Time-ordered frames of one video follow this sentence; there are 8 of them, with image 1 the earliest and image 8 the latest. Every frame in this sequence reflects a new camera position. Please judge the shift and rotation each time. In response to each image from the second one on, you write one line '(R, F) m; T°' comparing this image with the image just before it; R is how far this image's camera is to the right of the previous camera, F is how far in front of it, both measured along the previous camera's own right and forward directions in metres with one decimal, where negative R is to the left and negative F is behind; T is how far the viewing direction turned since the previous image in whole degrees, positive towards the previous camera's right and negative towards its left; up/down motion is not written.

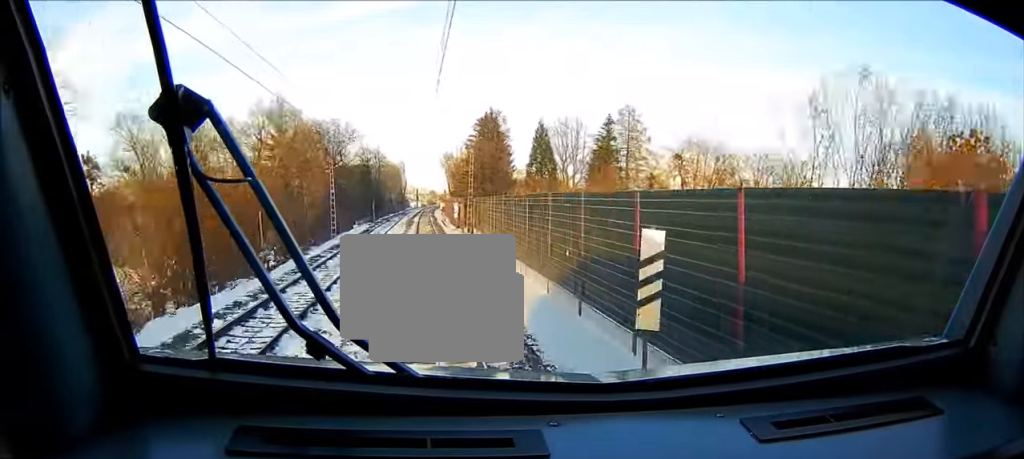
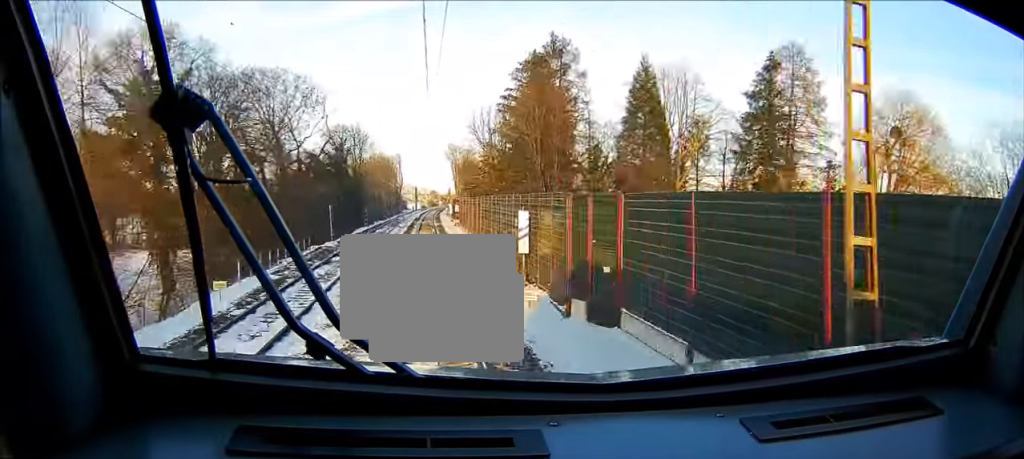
(+0.3, +52.9) m; 0°
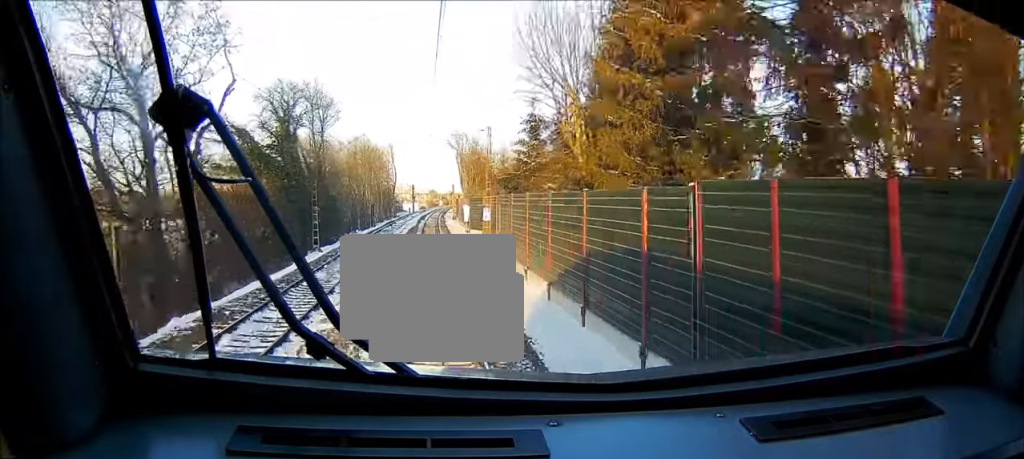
(0.0, +40.9) m; 0°
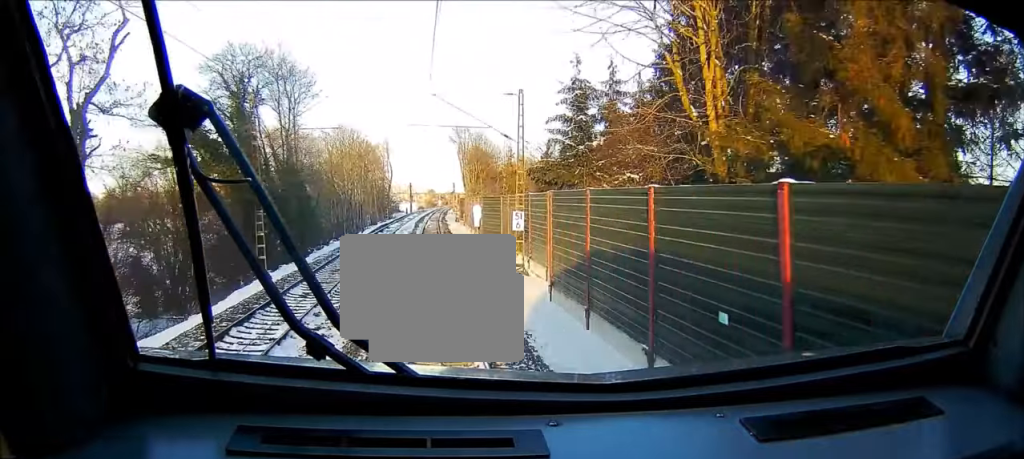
(0.0, +15.8) m; 0°
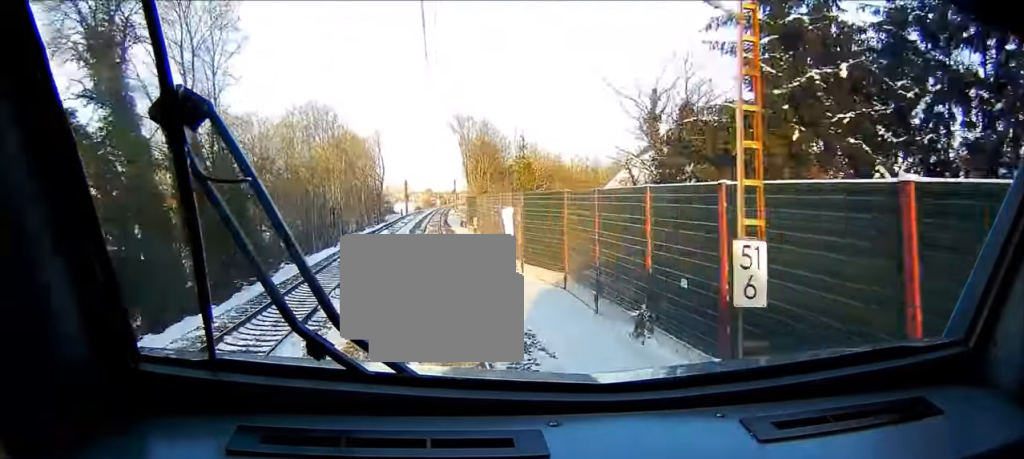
(0.0, +22.4) m; 0°
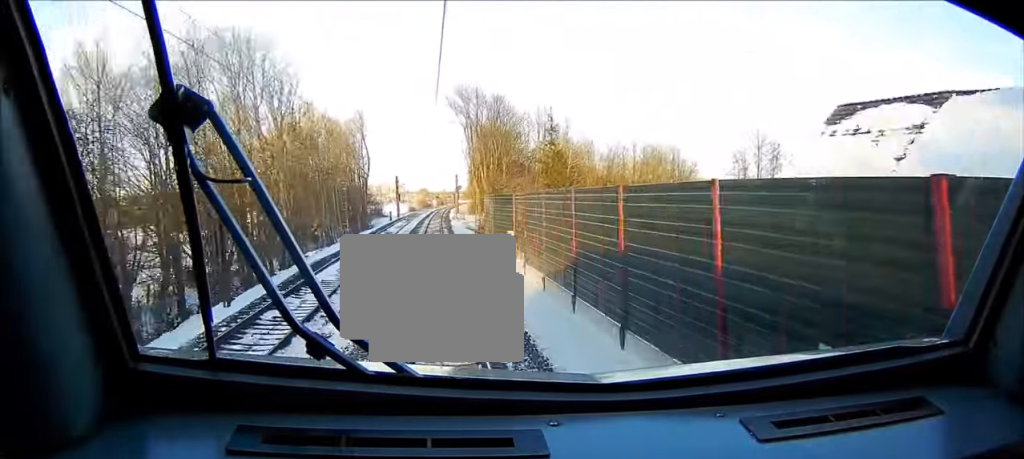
(+0.1, +30.2) m; 0°
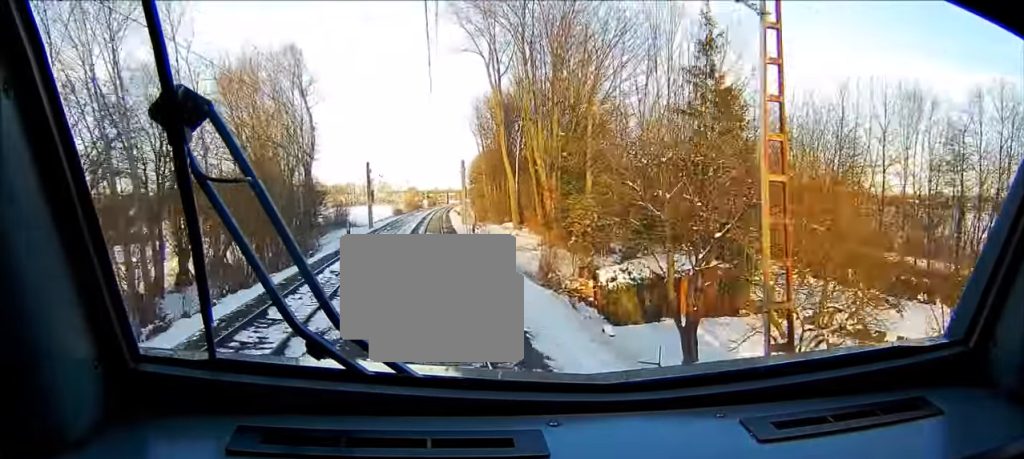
(+0.1, +51.2) m; 0°
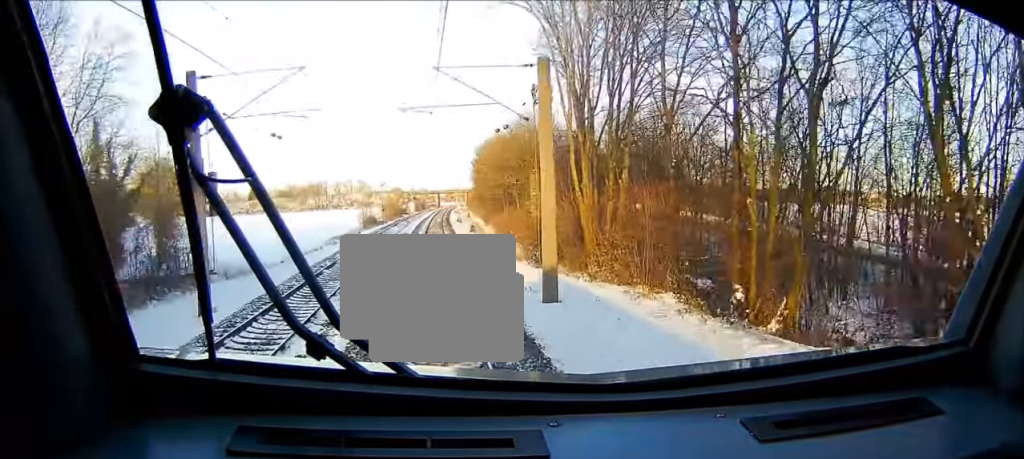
(0.0, +65.8) m; +1°
